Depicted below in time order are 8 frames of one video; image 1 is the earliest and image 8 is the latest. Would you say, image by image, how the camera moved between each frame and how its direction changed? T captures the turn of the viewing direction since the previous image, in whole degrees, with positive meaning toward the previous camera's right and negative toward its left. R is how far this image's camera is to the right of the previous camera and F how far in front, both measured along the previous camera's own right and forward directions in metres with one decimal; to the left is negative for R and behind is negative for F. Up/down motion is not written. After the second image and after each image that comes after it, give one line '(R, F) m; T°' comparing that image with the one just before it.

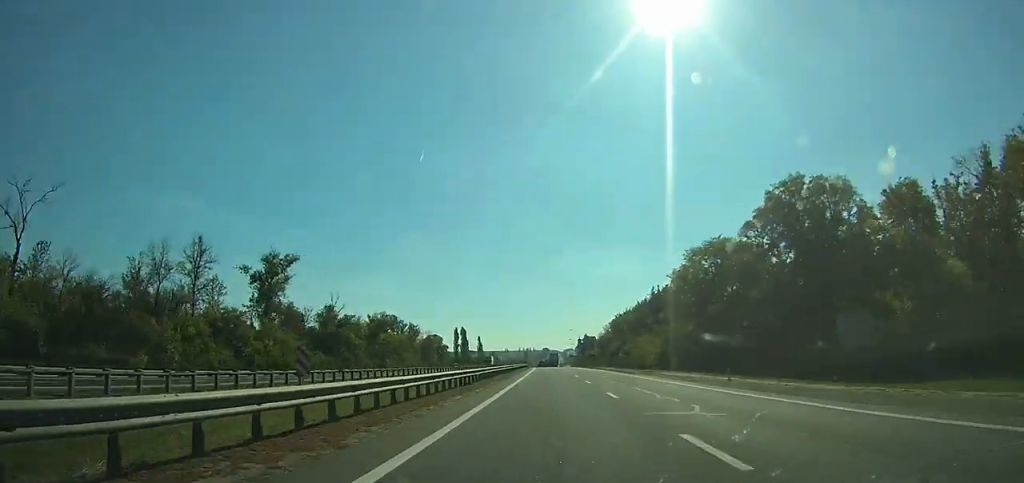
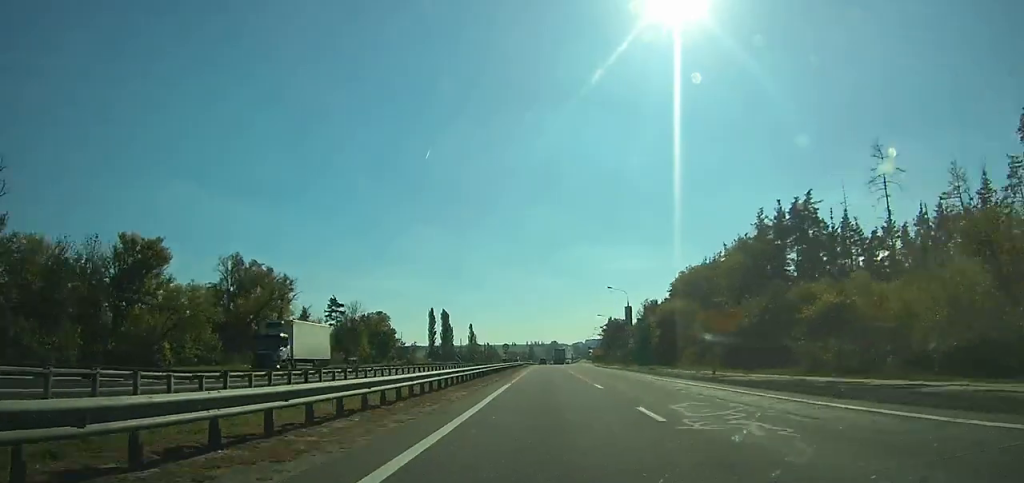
(-0.8, +90.8) m; -1°
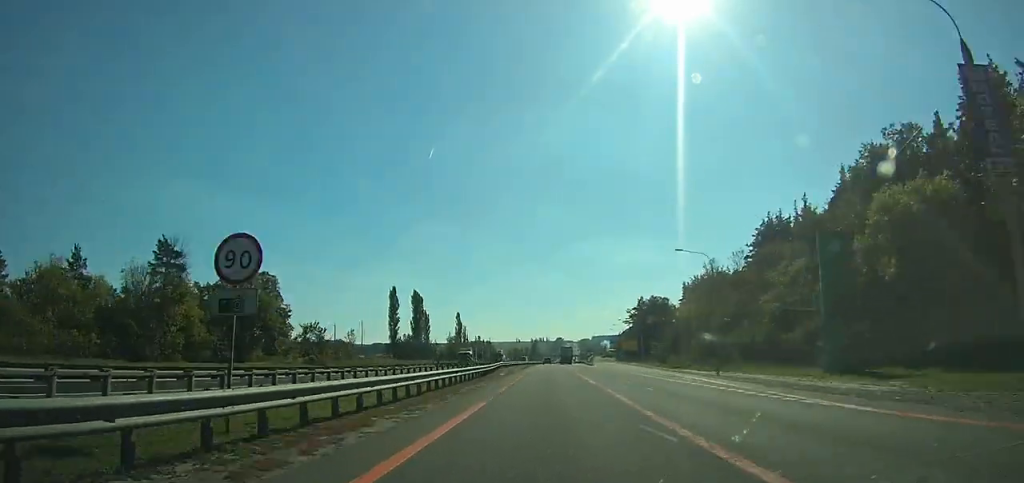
(-0.3, +66.2) m; 0°
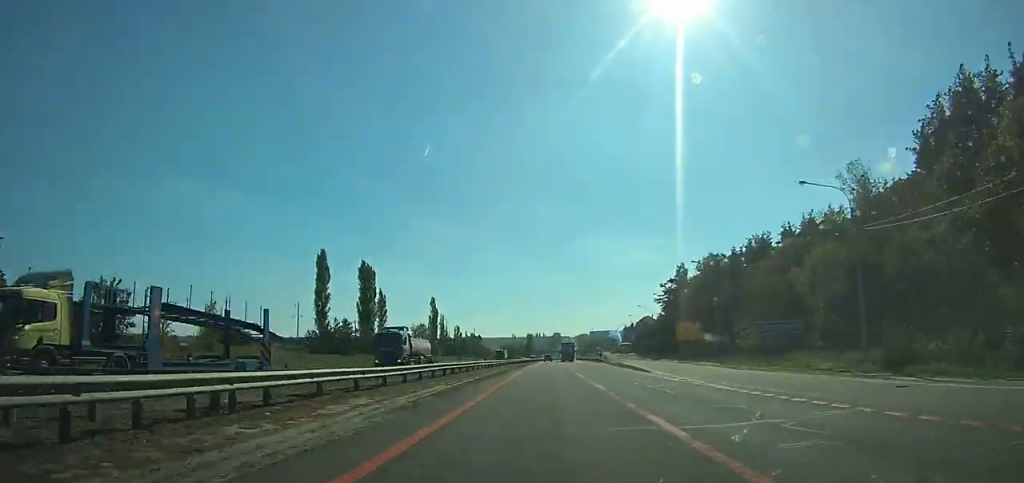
(-0.1, +54.7) m; 0°
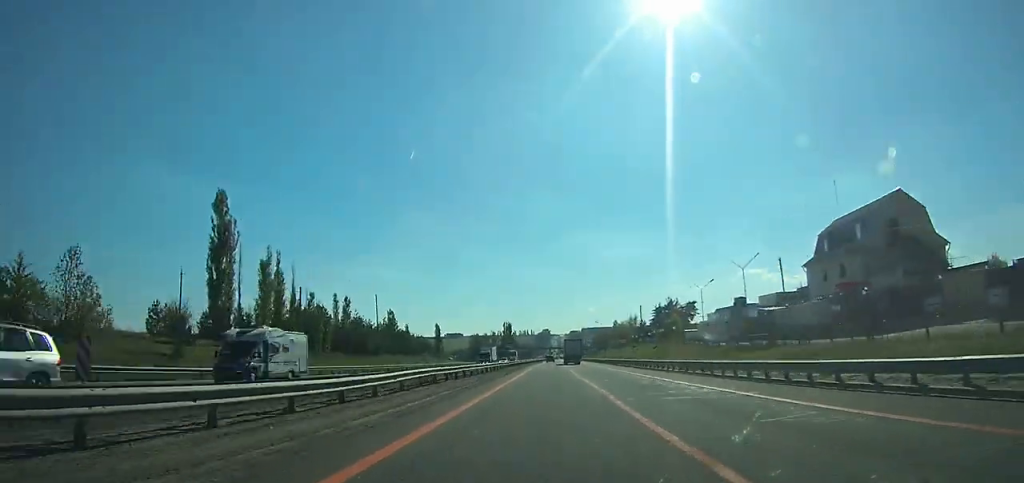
(+0.8, +150.0) m; +1°
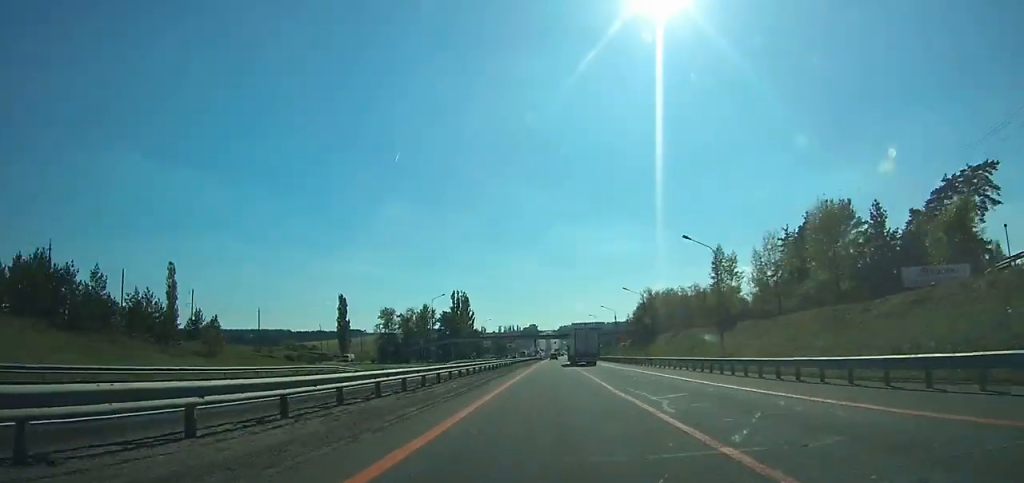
(+1.4, +146.6) m; +1°
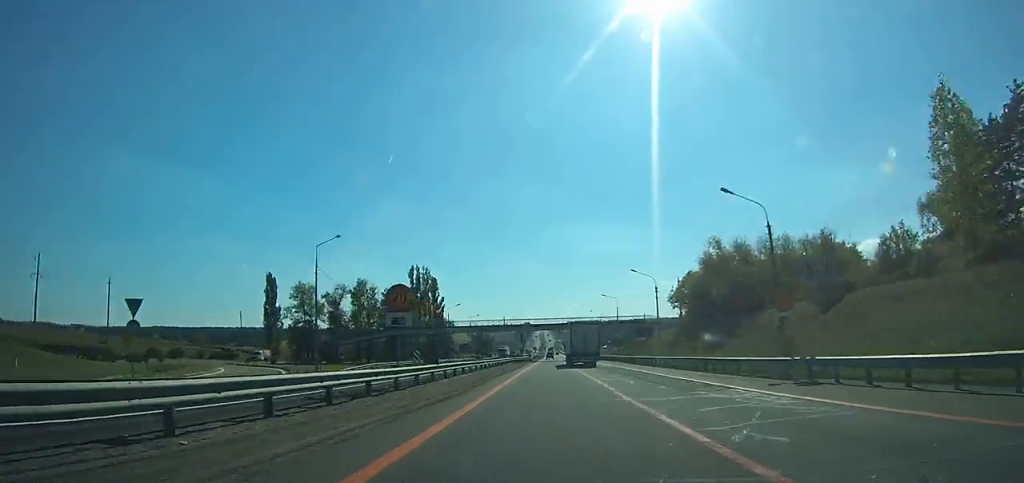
(+0.2, +51.5) m; 0°
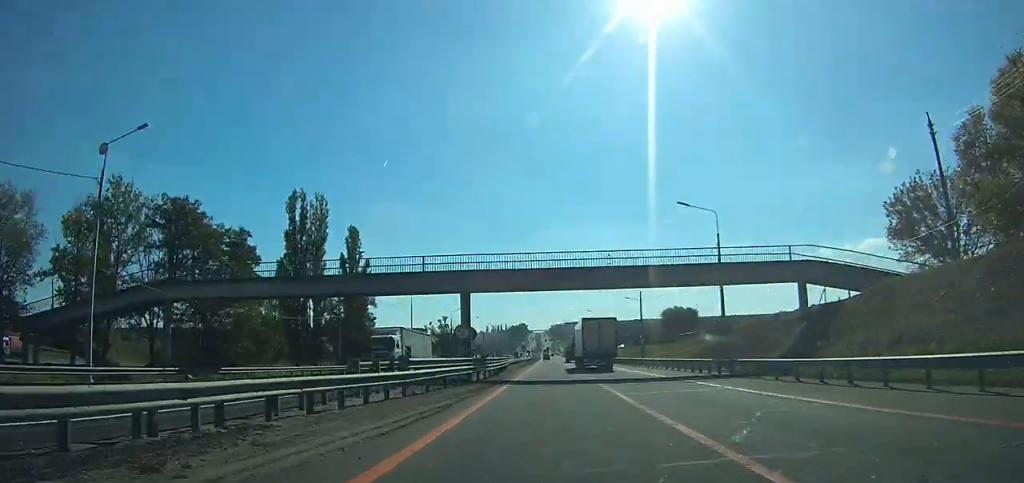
(+0.3, +63.0) m; 0°
